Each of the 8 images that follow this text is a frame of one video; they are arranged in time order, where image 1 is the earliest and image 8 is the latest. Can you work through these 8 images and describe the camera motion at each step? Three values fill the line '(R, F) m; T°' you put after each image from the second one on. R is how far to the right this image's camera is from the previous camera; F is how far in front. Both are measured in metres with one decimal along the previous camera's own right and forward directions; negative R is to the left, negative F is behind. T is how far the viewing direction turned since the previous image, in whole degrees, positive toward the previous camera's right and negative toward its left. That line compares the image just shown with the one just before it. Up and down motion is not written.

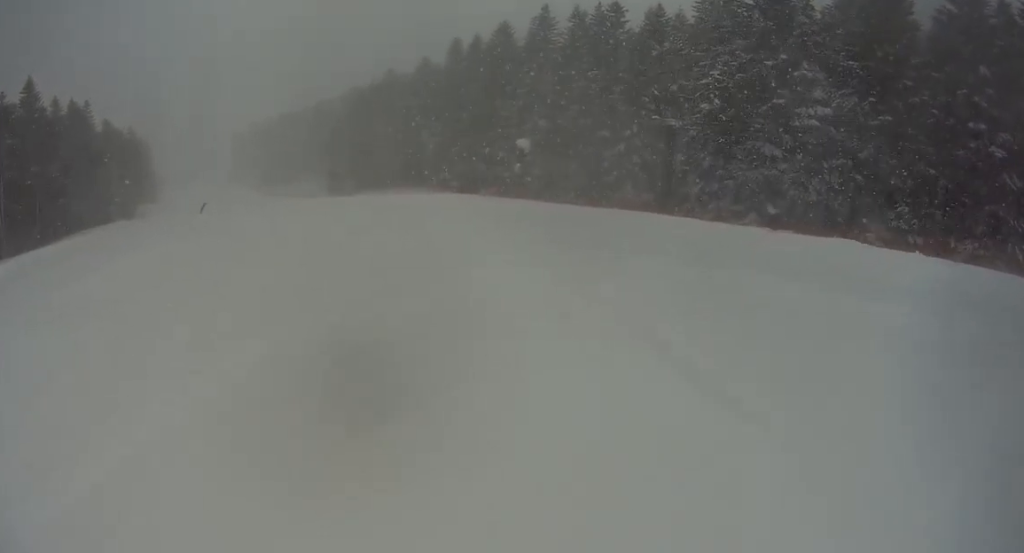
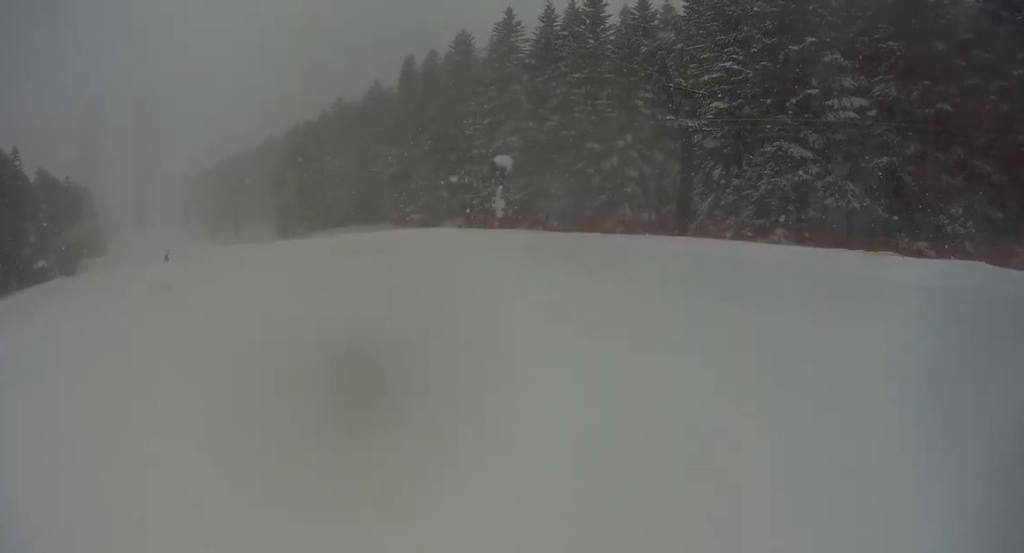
(-0.1, +9.1) m; -6°
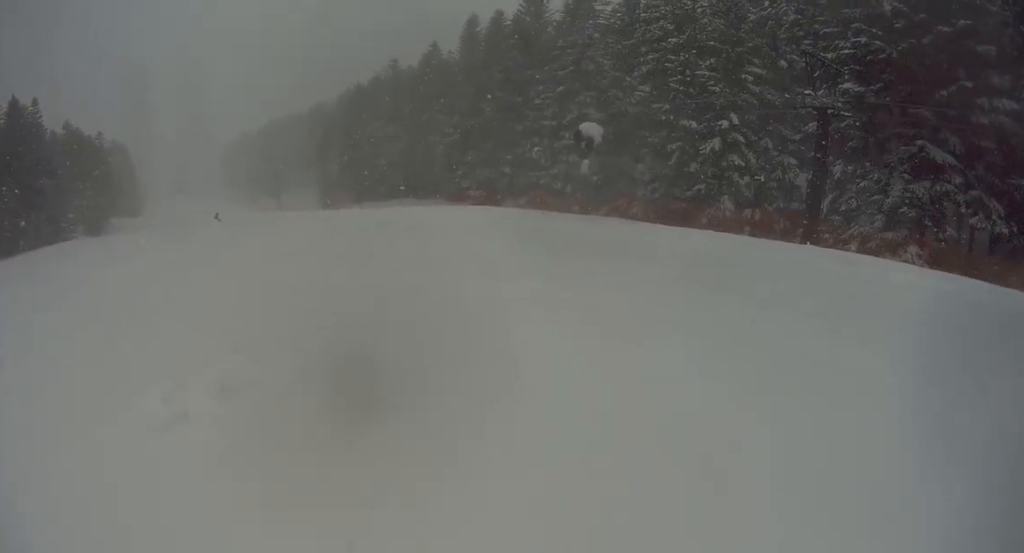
(-0.8, +8.0) m; -12°
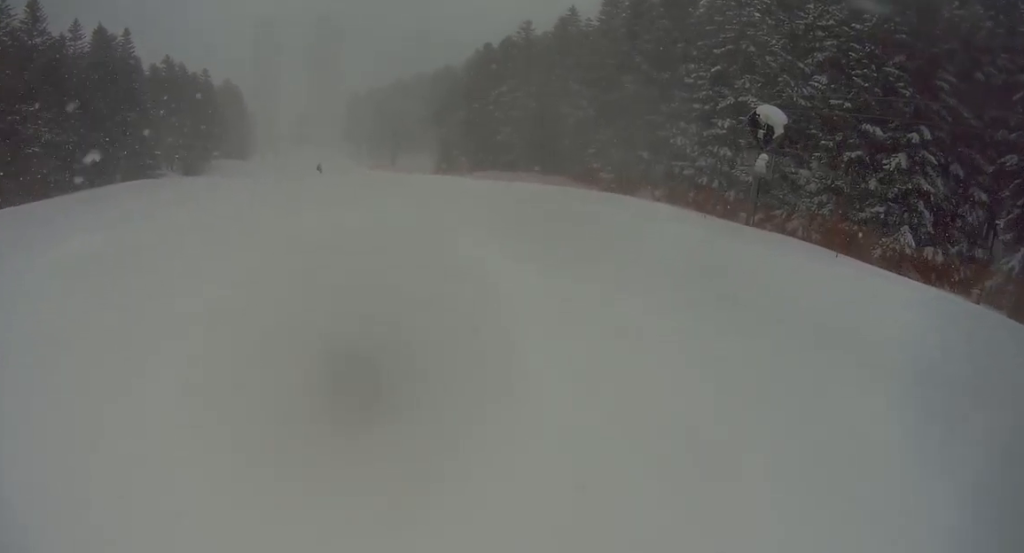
(-0.8, +7.3) m; -18°
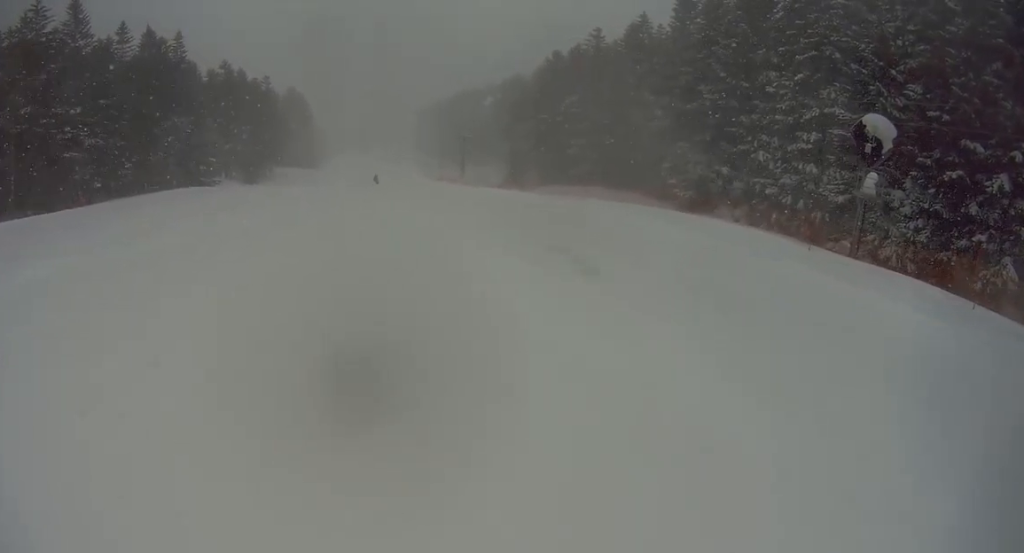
(+0.4, +3.4) m; -10°
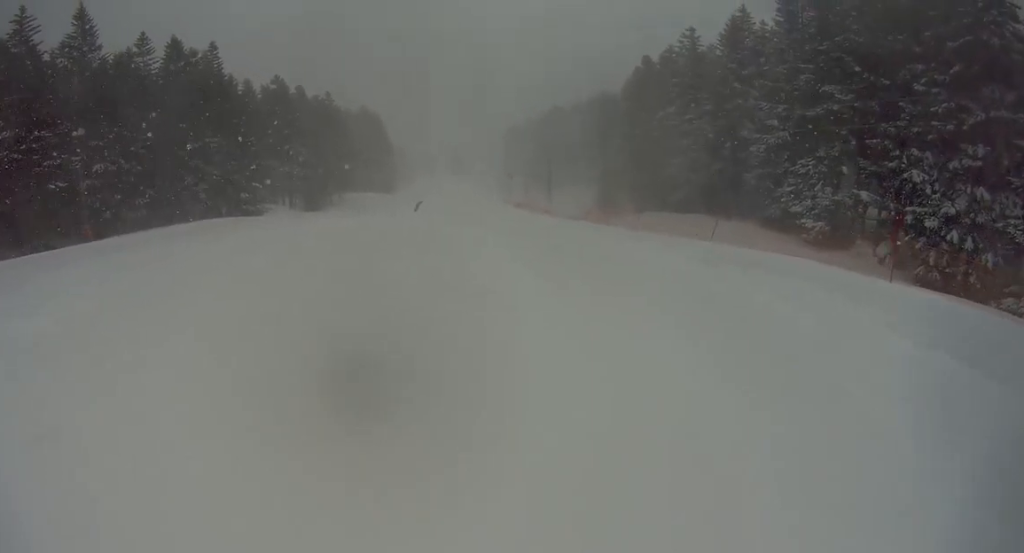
(-2.6, +9.6) m; -8°
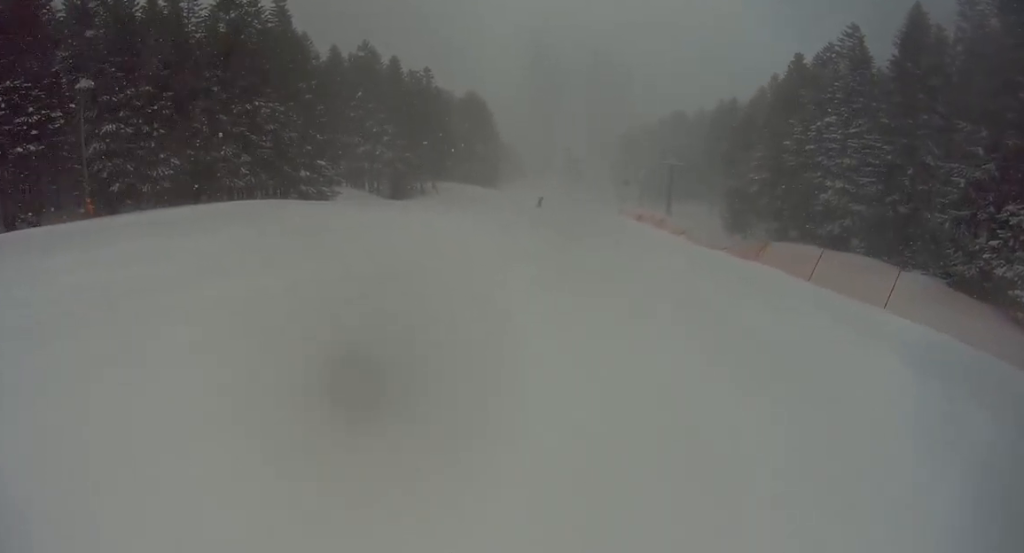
(+1.7, +11.8) m; +12°
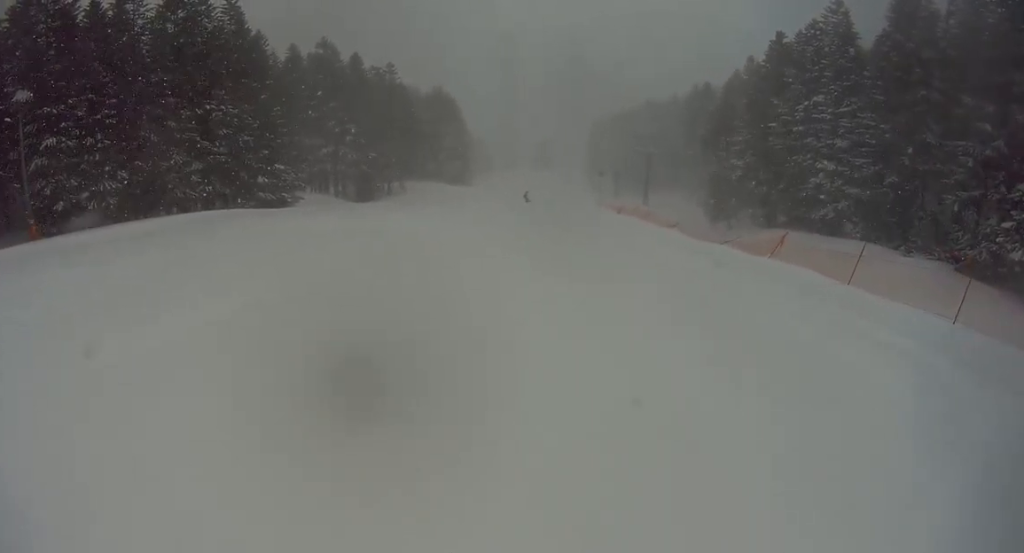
(0.0, +3.3) m; +1°
